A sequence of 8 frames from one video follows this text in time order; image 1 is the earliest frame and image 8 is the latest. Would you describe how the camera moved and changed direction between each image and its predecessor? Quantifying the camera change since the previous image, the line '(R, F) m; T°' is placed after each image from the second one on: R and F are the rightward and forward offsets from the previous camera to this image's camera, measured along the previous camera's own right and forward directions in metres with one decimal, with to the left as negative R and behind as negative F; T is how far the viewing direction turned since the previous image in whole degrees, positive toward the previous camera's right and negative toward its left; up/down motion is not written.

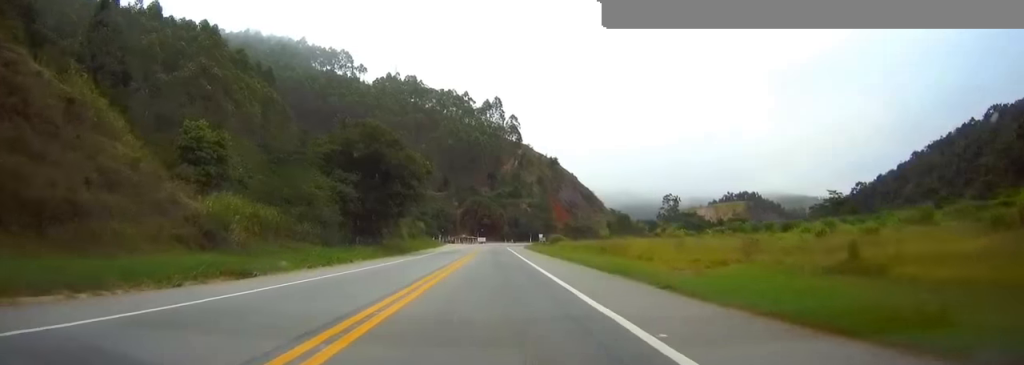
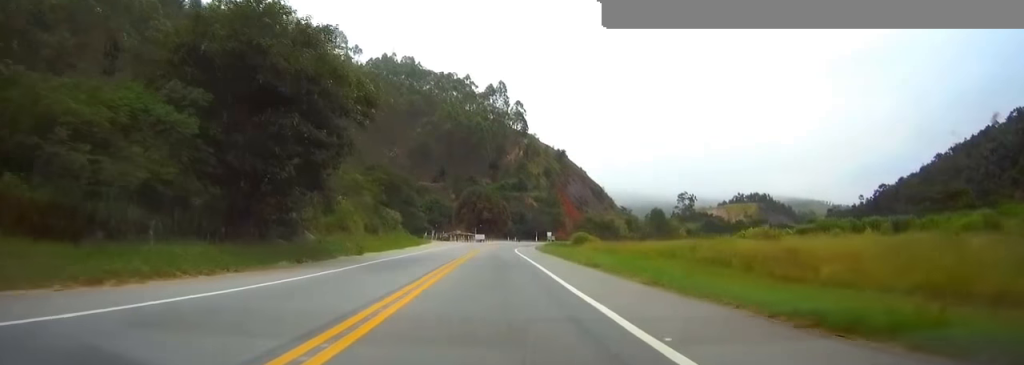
(0.0, +30.3) m; 0°
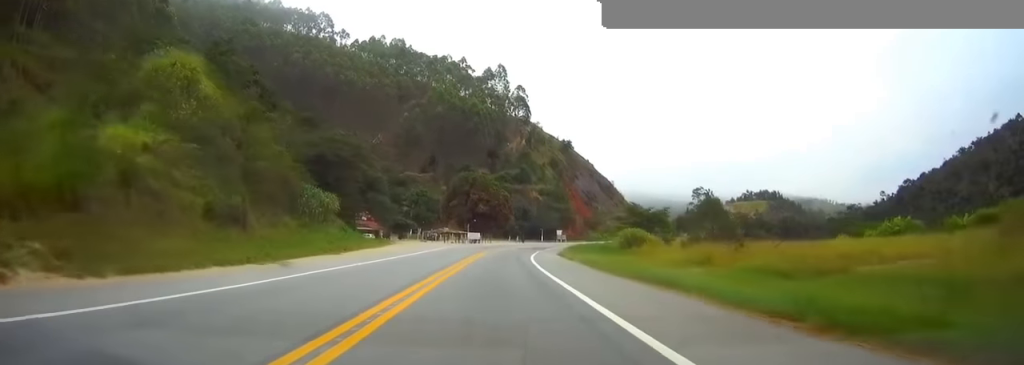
(0.0, +33.1) m; +1°
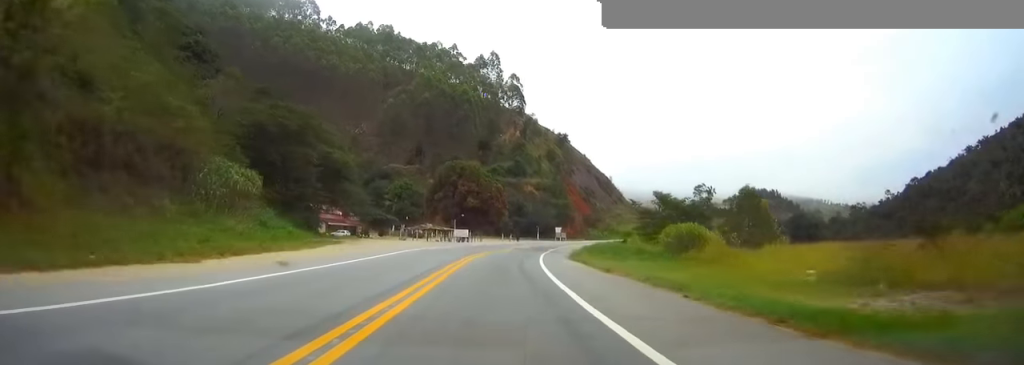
(+0.1, +16.5) m; +1°
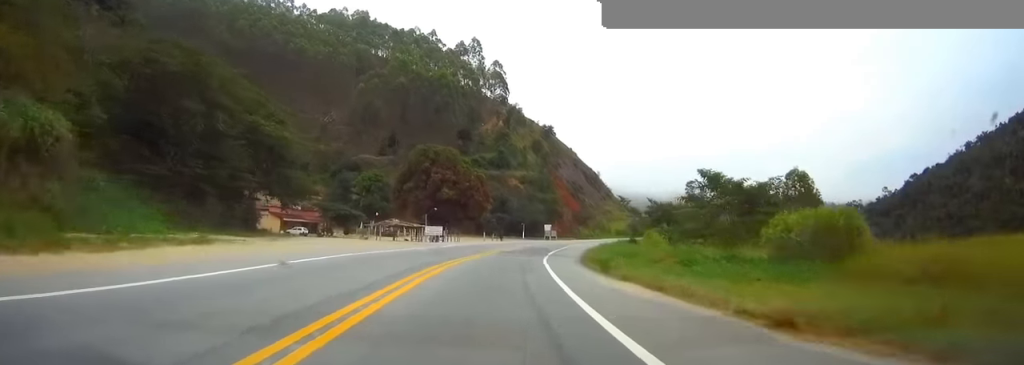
(+0.3, +17.4) m; +1°
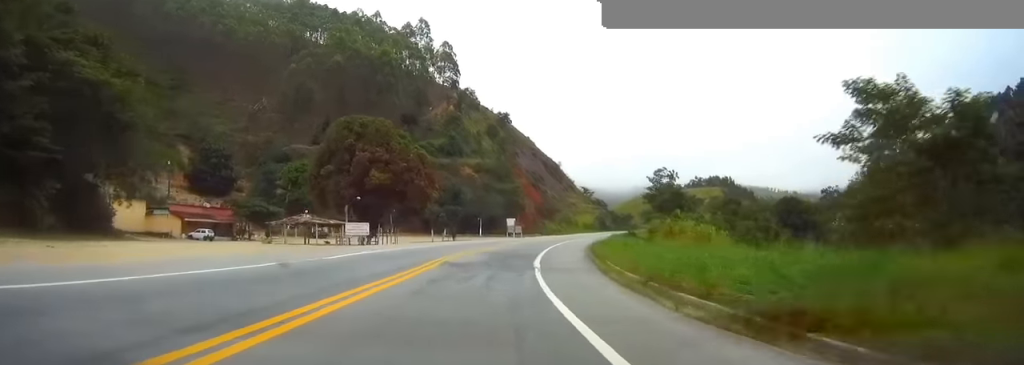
(+0.1, +22.6) m; +3°
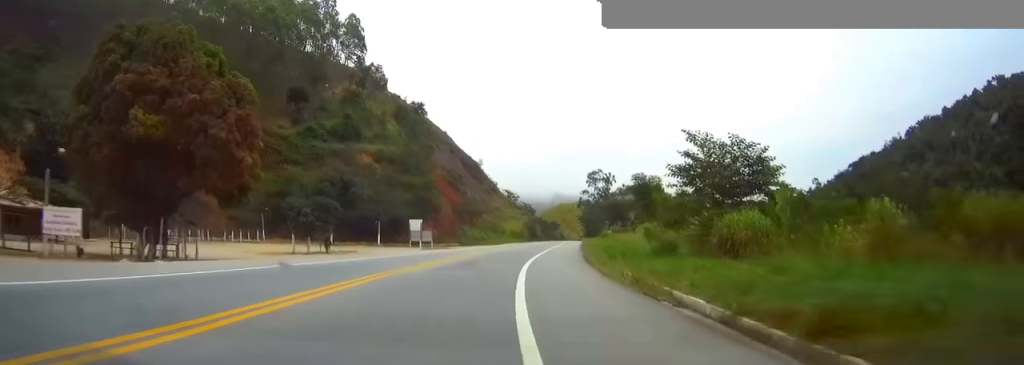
(+1.9, +34.0) m; +7°
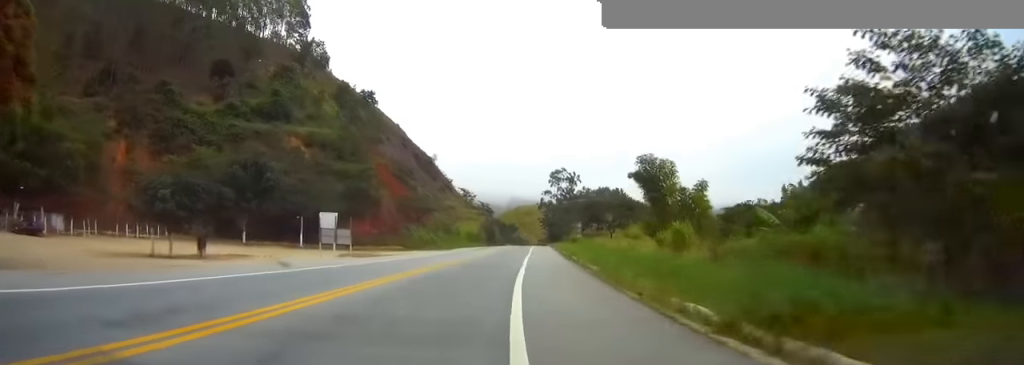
(+0.8, +19.7) m; +3°
